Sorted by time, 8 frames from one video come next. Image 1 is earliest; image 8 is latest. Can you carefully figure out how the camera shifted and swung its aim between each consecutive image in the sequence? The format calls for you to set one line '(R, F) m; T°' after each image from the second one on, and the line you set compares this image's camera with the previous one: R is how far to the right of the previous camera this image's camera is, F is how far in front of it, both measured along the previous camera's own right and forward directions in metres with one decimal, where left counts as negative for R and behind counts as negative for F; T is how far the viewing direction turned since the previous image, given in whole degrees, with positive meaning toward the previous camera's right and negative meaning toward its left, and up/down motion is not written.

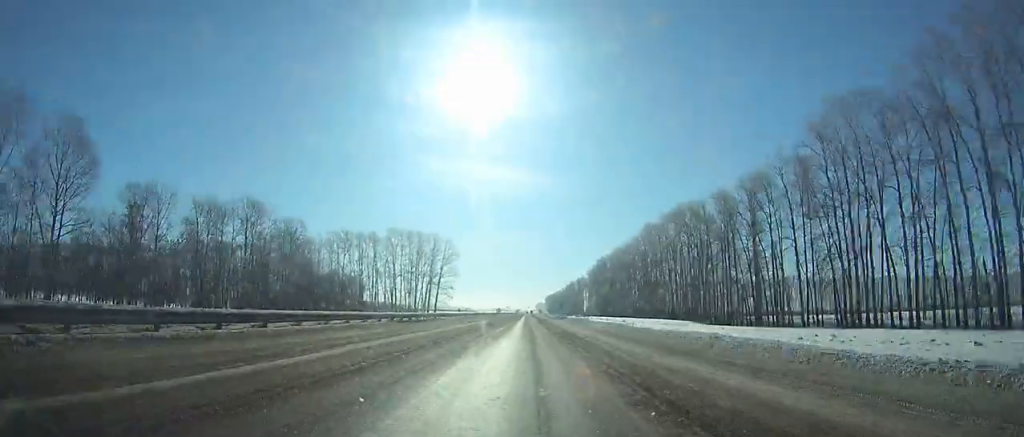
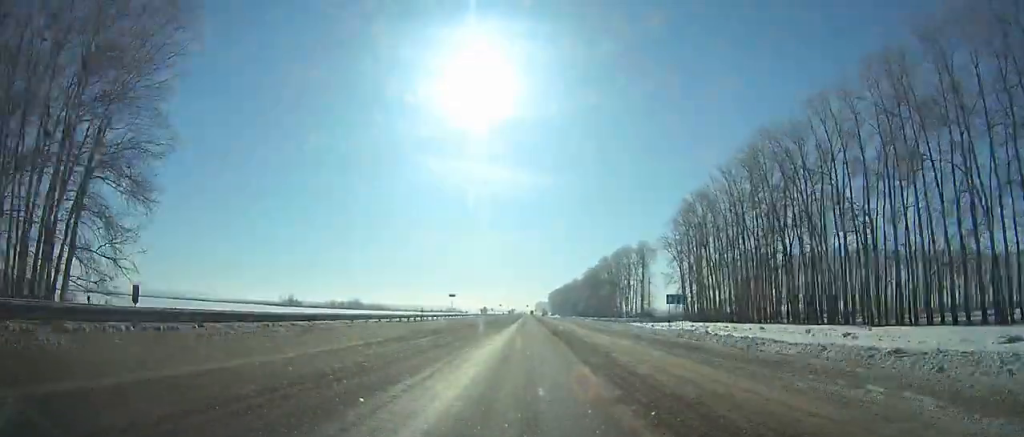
(-0.2, +171.5) m; 0°
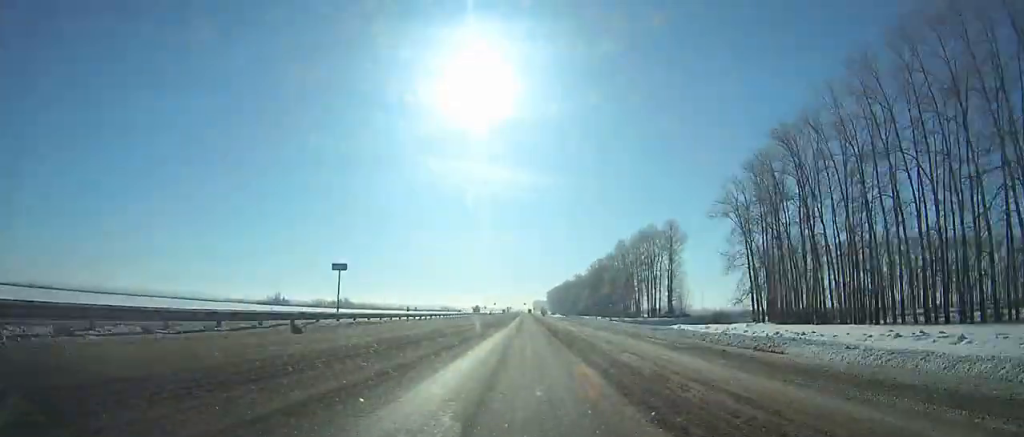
(-0.1, +43.3) m; 0°
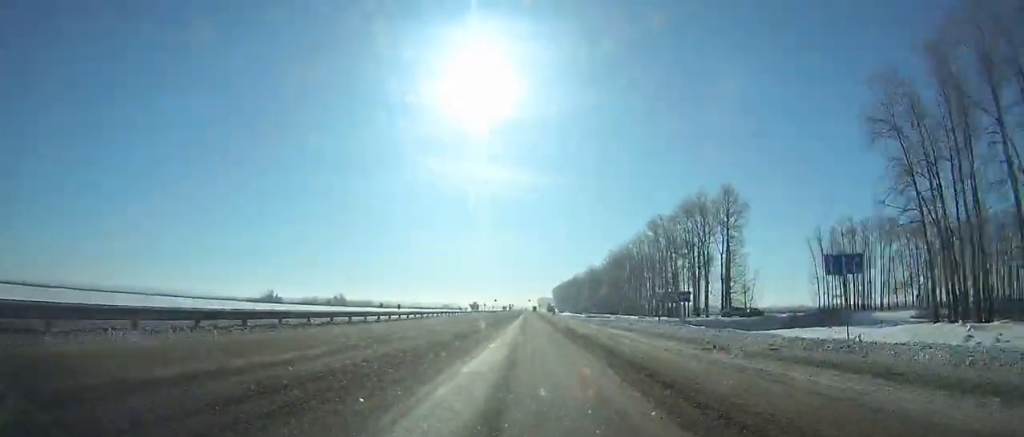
(-0.1, +43.7) m; 0°
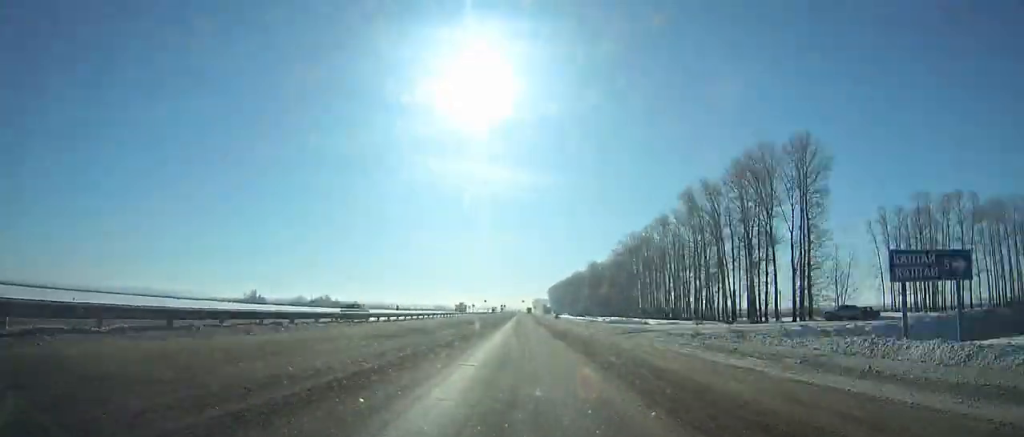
(-0.1, +37.4) m; 0°
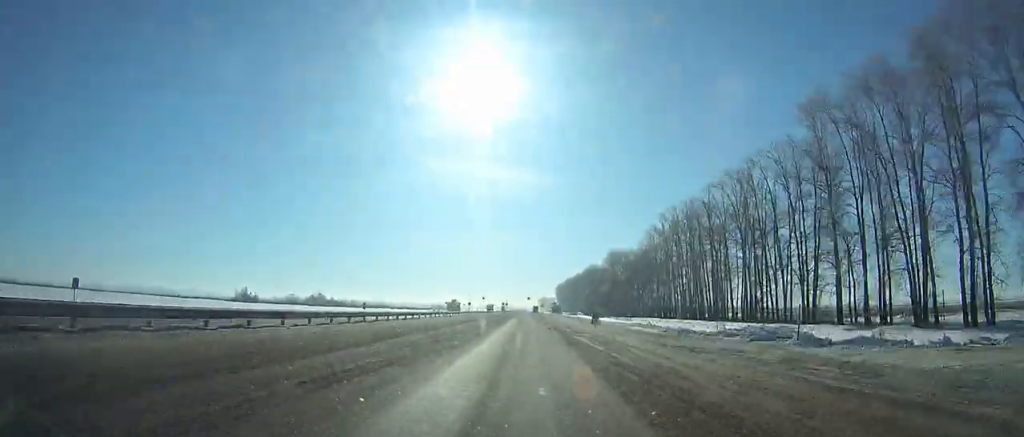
(+0.1, +50.1) m; 0°
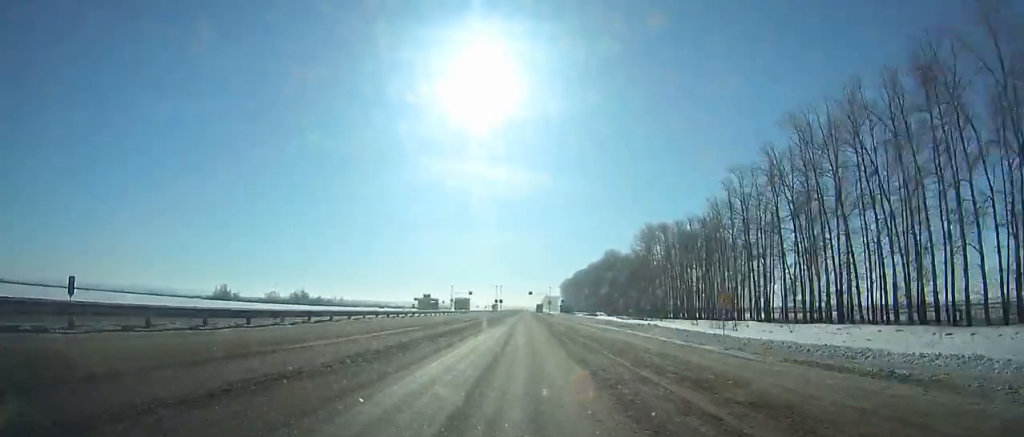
(+0.1, +64.9) m; 0°
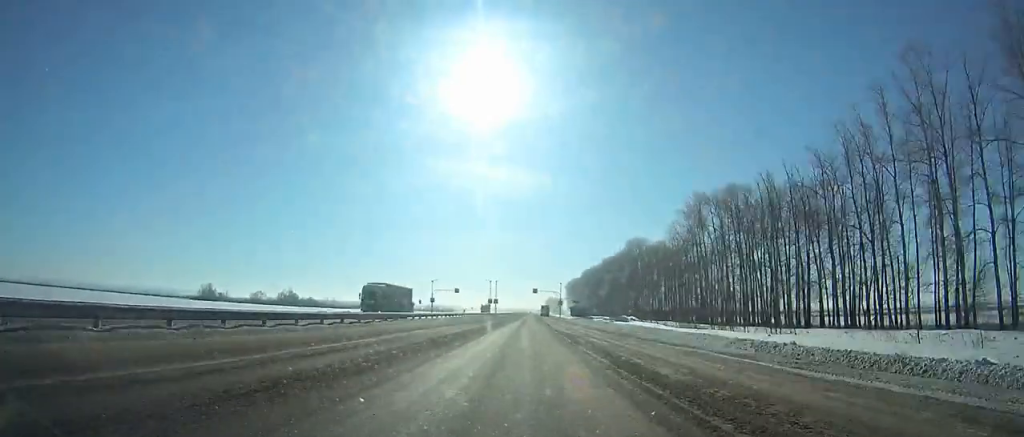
(0.0, +45.5) m; 0°
